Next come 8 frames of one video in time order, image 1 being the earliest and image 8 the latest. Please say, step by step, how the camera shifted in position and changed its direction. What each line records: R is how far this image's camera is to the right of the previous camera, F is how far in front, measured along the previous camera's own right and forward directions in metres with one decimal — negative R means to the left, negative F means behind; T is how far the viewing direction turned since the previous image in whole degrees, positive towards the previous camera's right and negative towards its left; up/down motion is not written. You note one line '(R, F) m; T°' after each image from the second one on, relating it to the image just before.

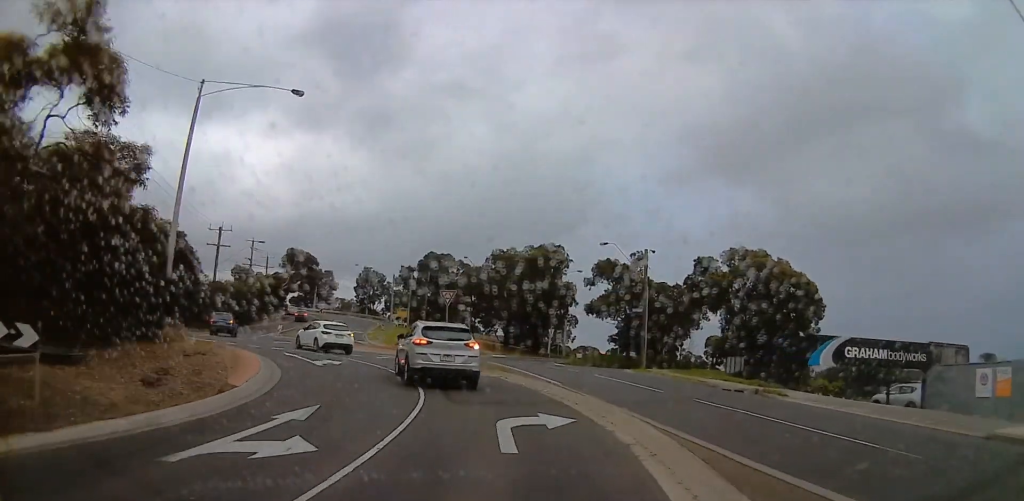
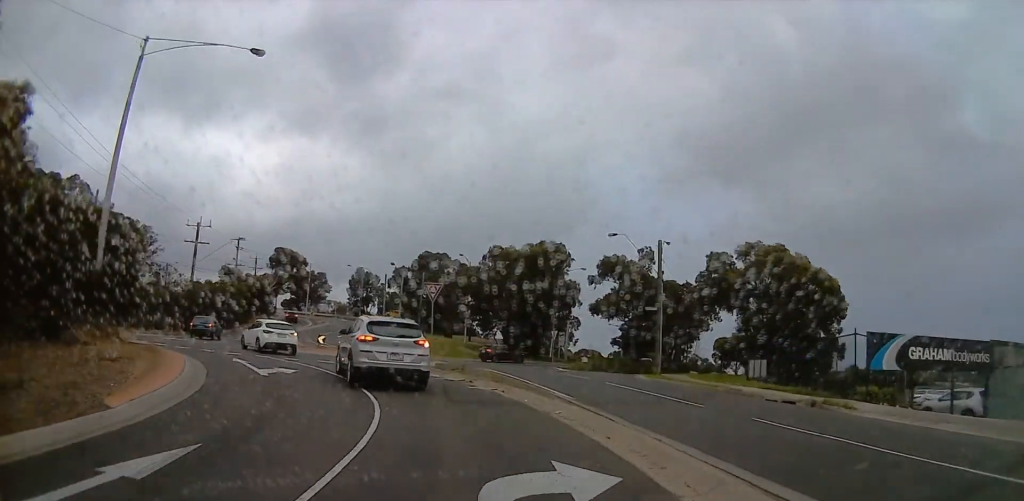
(+0.2, +4.9) m; +2°
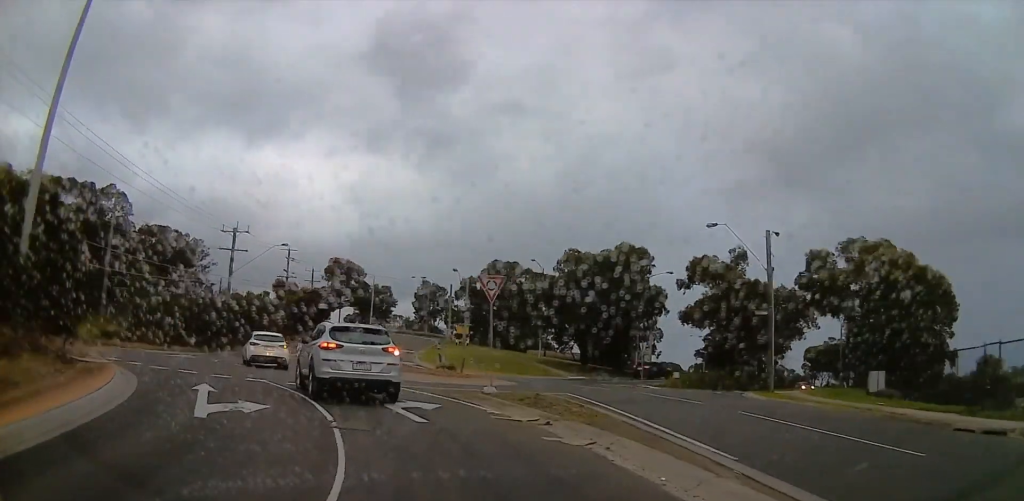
(0.0, +7.8) m; -4°
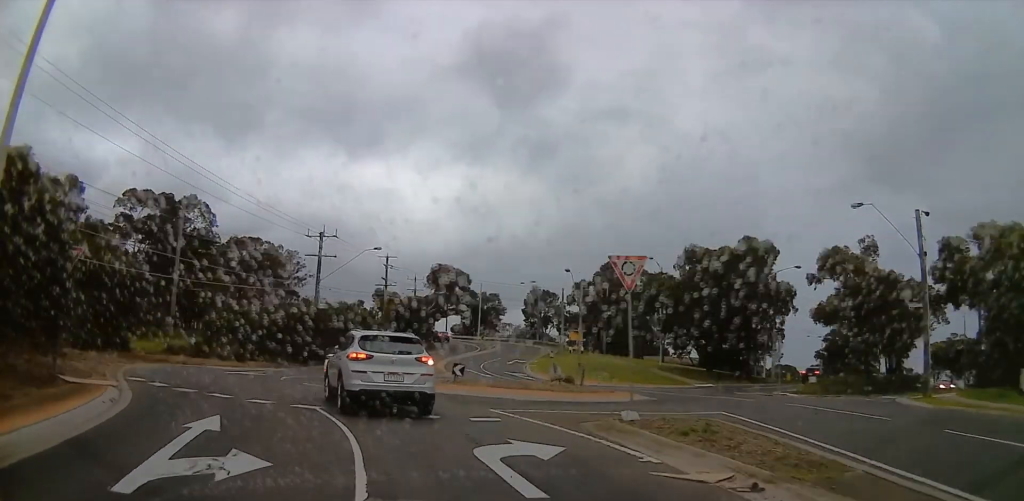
(-0.2, +5.5) m; -8°
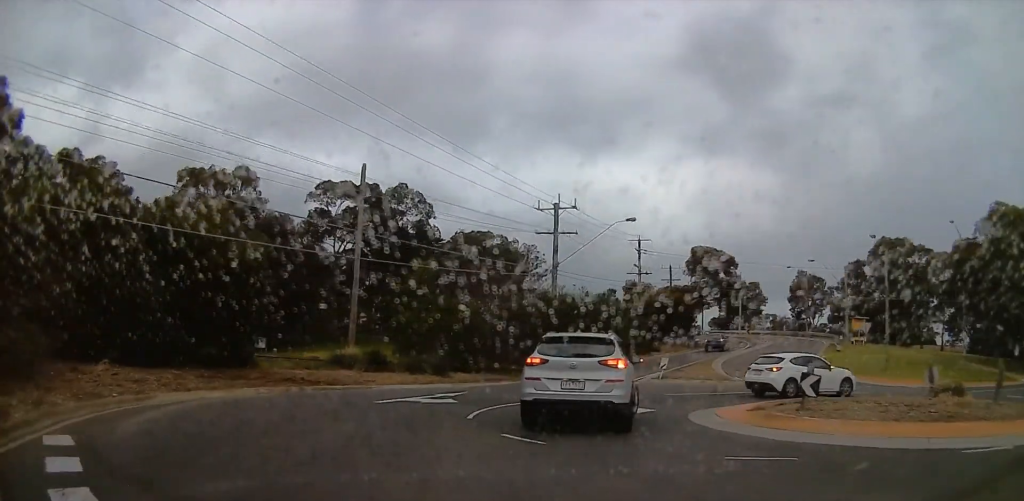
(-3.3, +12.7) m; -19°
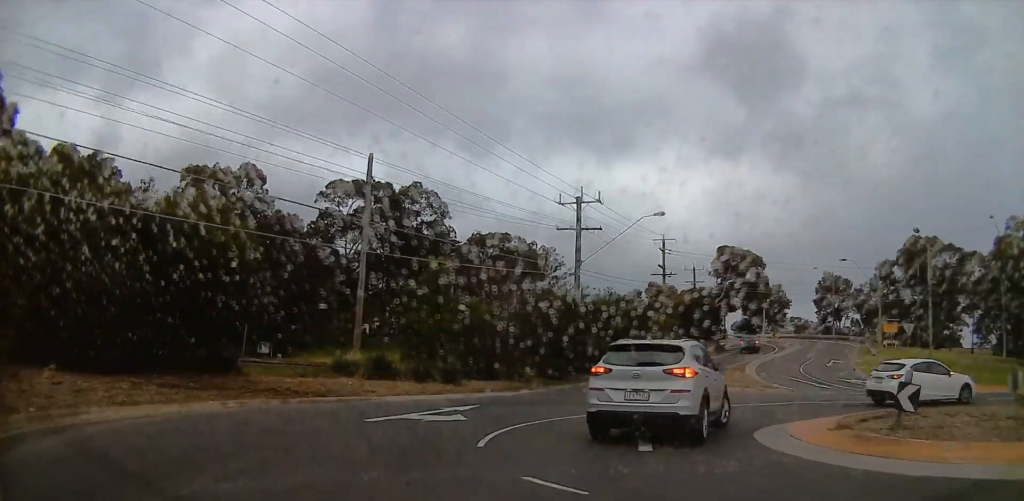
(-0.2, +3.1) m; 0°
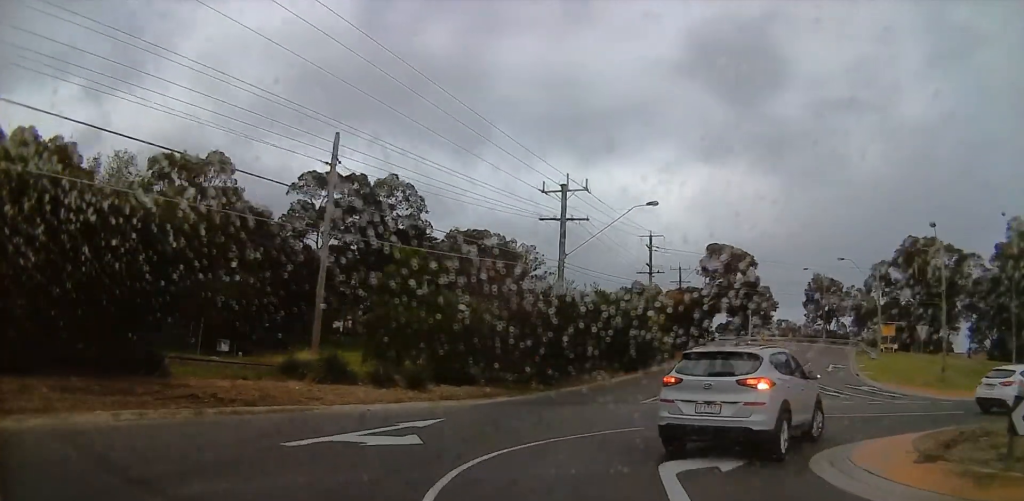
(+0.5, +3.5) m; 0°
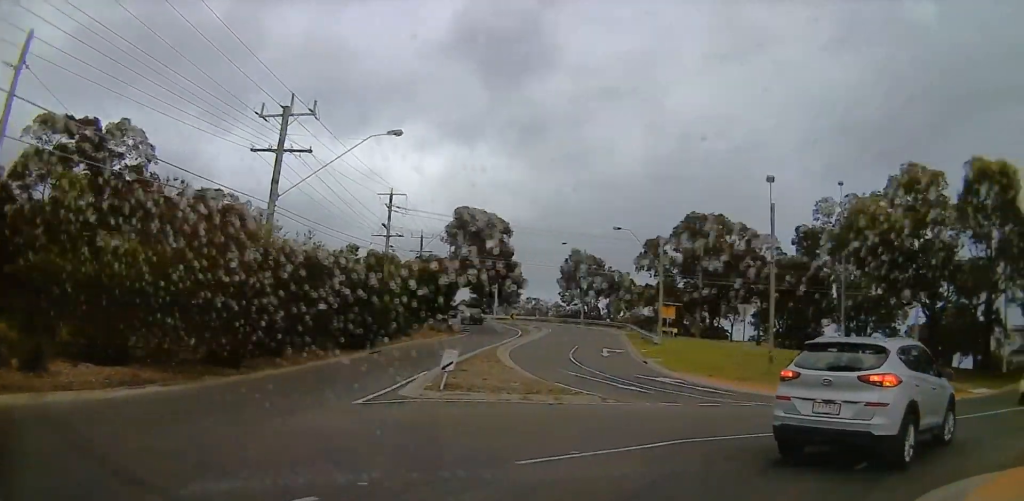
(-0.6, +8.4) m; +8°
